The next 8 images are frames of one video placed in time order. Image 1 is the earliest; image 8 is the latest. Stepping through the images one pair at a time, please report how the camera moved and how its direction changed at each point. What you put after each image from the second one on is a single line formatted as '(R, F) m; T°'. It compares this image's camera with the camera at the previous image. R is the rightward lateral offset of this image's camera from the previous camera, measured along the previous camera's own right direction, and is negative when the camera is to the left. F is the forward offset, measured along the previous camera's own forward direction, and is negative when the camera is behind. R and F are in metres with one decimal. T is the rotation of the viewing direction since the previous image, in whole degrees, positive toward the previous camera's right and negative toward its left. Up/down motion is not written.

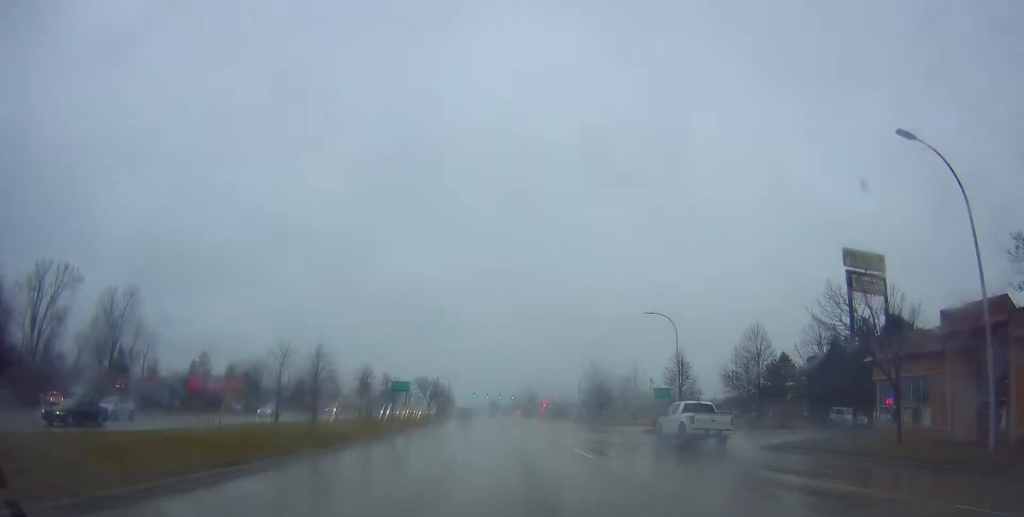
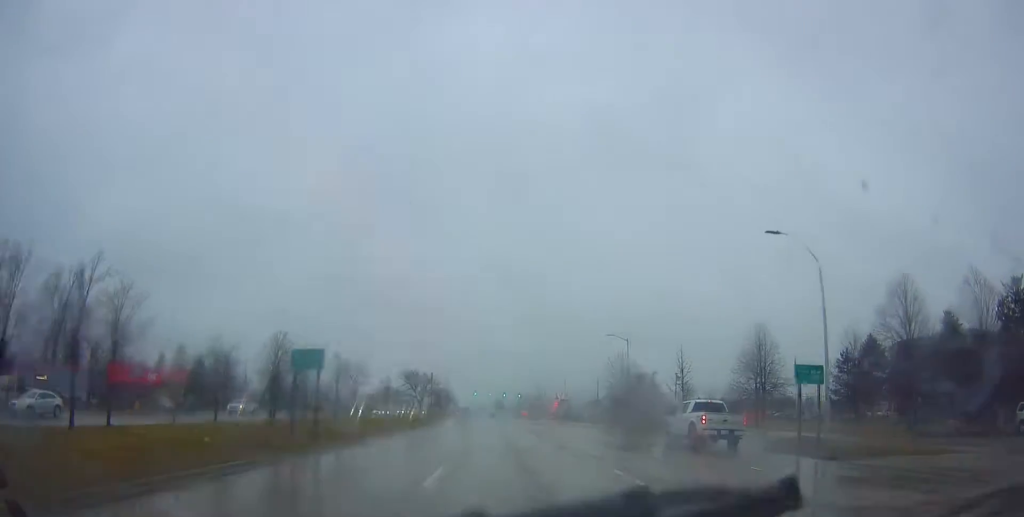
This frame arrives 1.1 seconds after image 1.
(0.0, +22.0) m; -1°
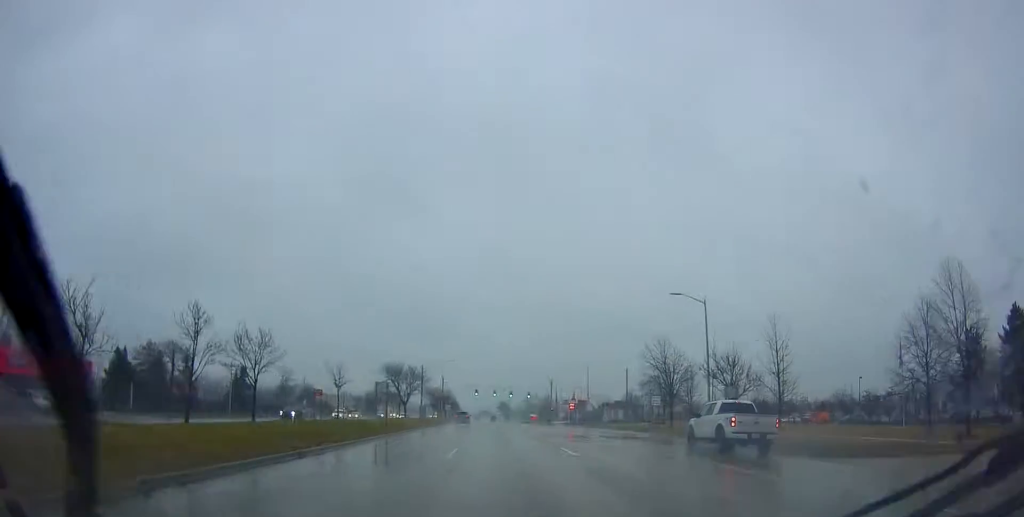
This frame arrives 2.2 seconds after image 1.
(-0.6, +23.9) m; -2°
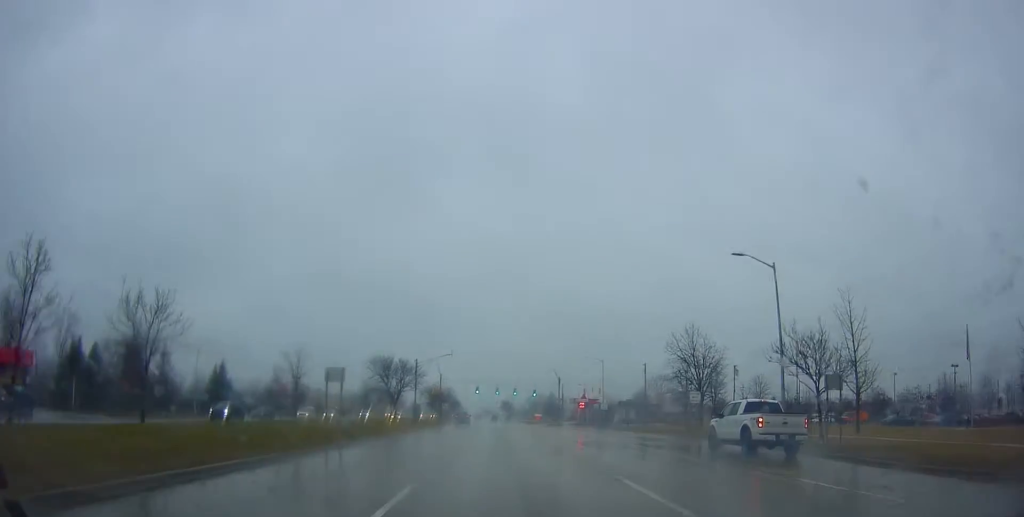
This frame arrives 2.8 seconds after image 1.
(0.0, +10.9) m; 0°
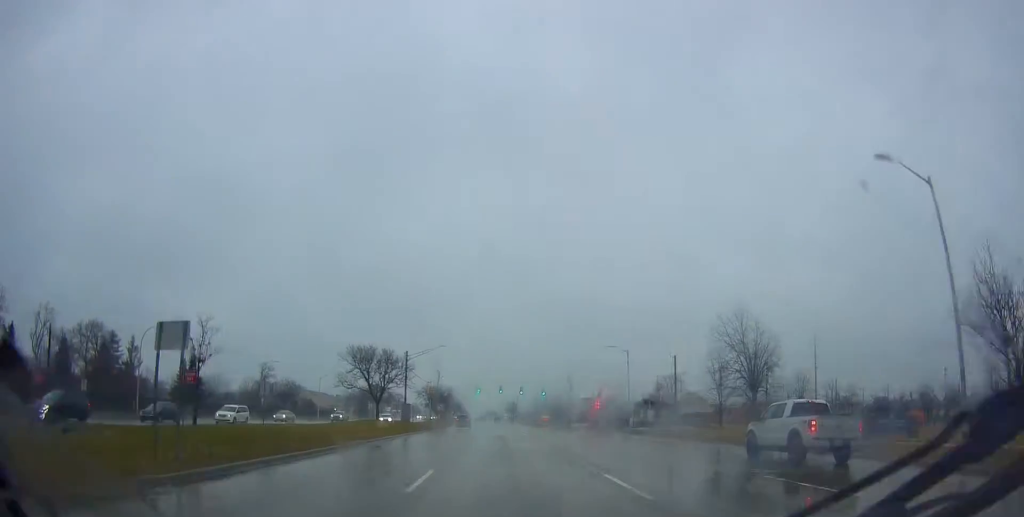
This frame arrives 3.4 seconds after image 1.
(0.0, +13.7) m; +1°
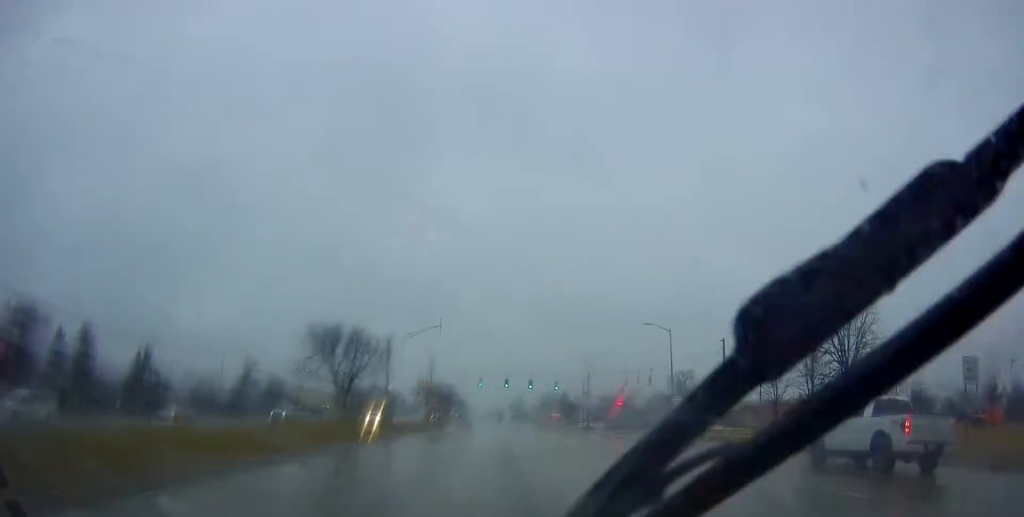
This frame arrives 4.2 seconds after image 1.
(+0.4, +15.7) m; -1°
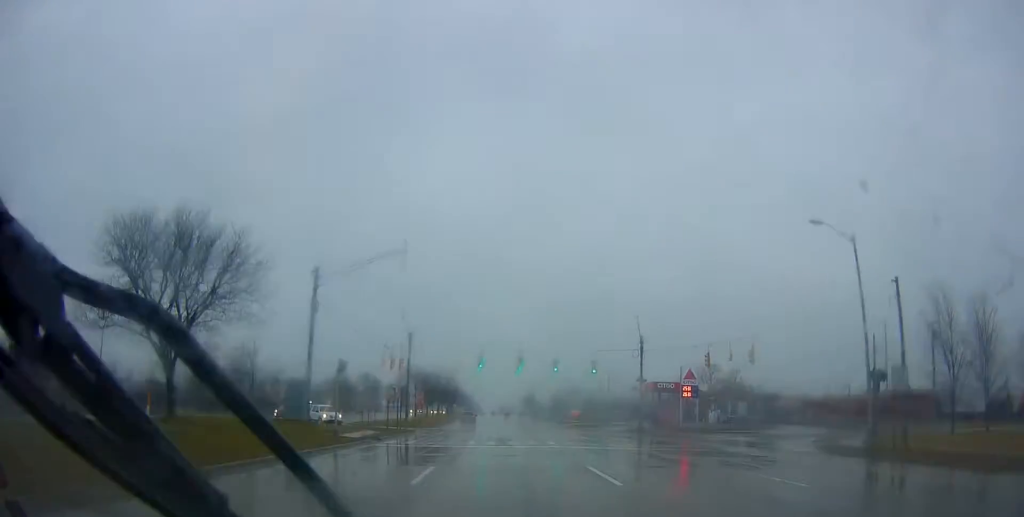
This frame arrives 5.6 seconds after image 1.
(-0.9, +28.8) m; -1°
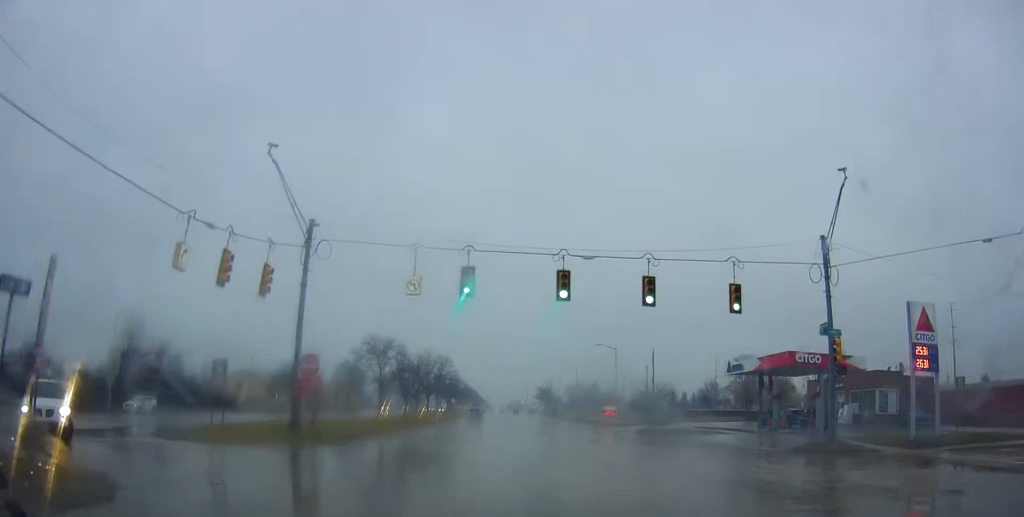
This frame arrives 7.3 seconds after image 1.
(+0.7, +35.5) m; -1°
